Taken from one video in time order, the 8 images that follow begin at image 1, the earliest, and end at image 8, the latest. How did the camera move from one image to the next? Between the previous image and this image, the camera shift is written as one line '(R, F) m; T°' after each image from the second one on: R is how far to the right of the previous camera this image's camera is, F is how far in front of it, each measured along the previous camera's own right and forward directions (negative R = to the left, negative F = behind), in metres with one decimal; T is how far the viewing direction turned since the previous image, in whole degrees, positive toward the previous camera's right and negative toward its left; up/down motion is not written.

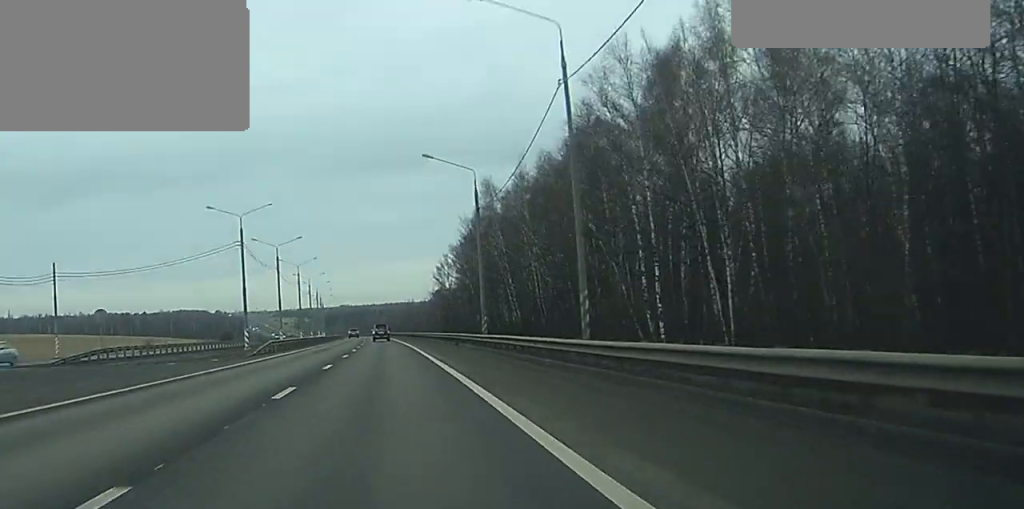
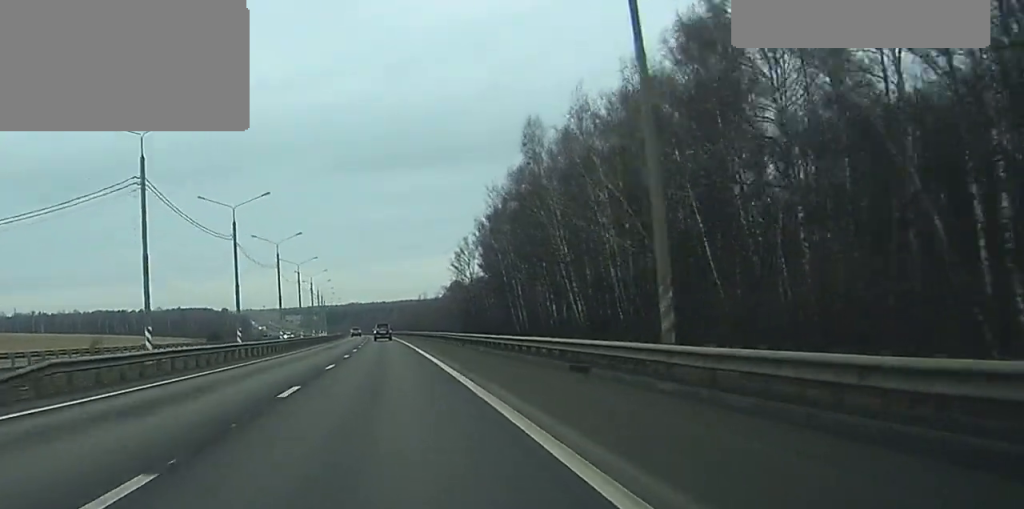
(0.0, +35.3) m; 0°
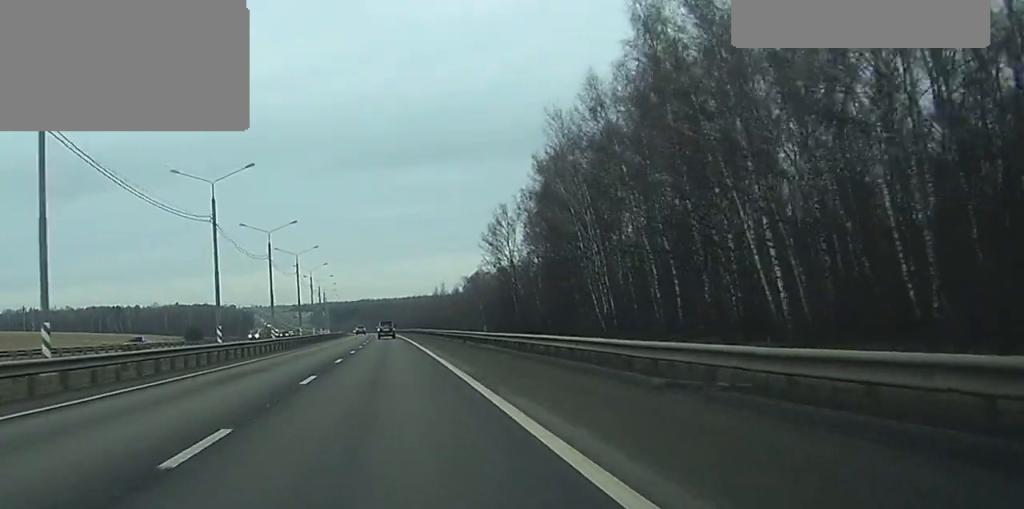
(-0.2, +44.7) m; 0°
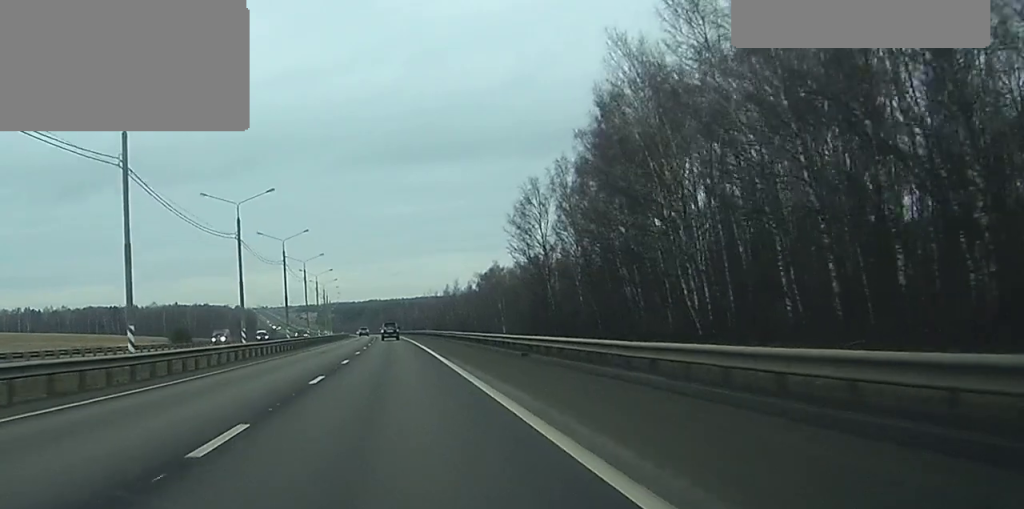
(0.0, +23.4) m; 0°
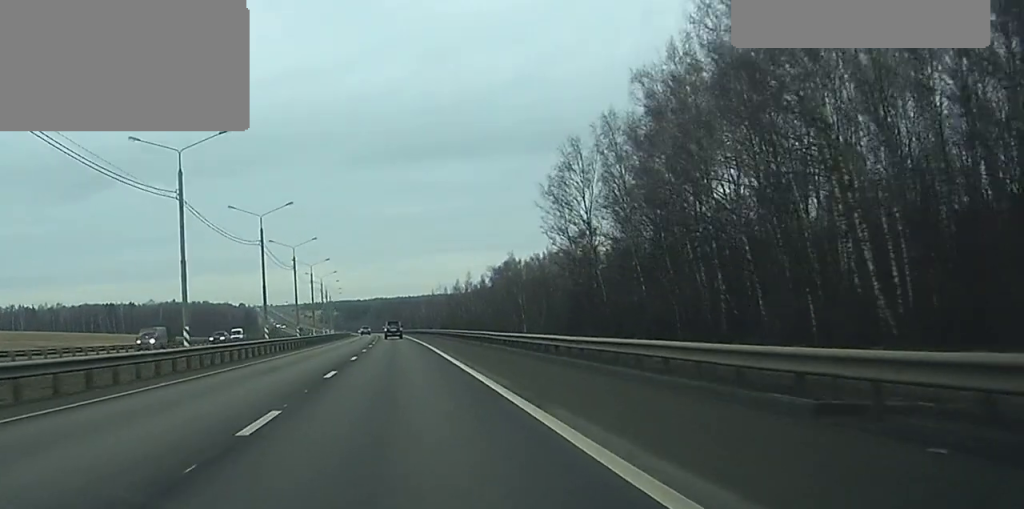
(-0.1, +22.4) m; 0°
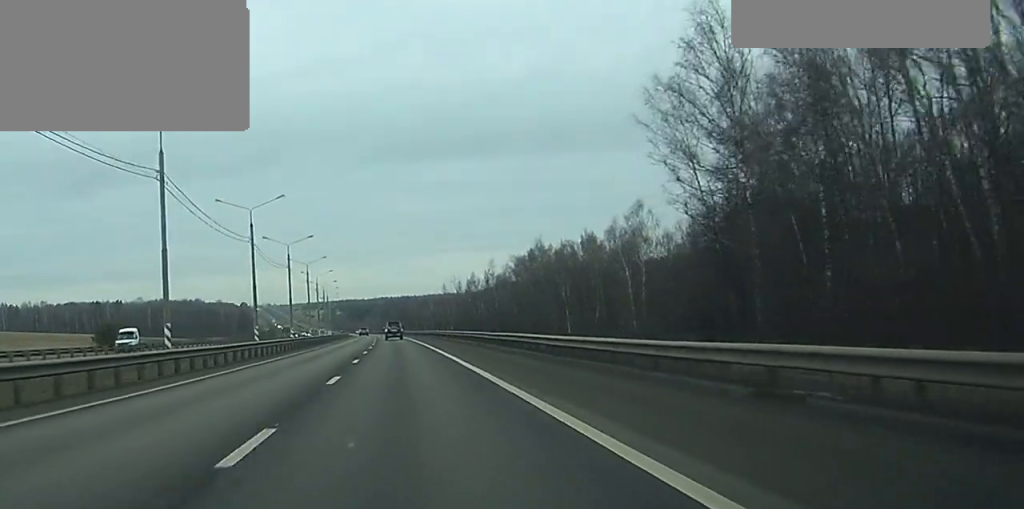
(-0.2, +38.5) m; 0°
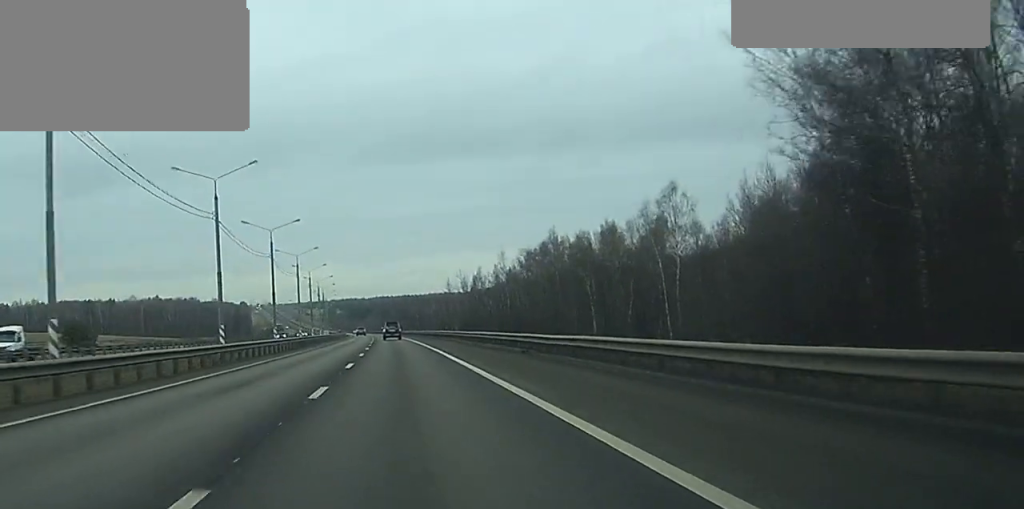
(0.0, +16.2) m; 0°
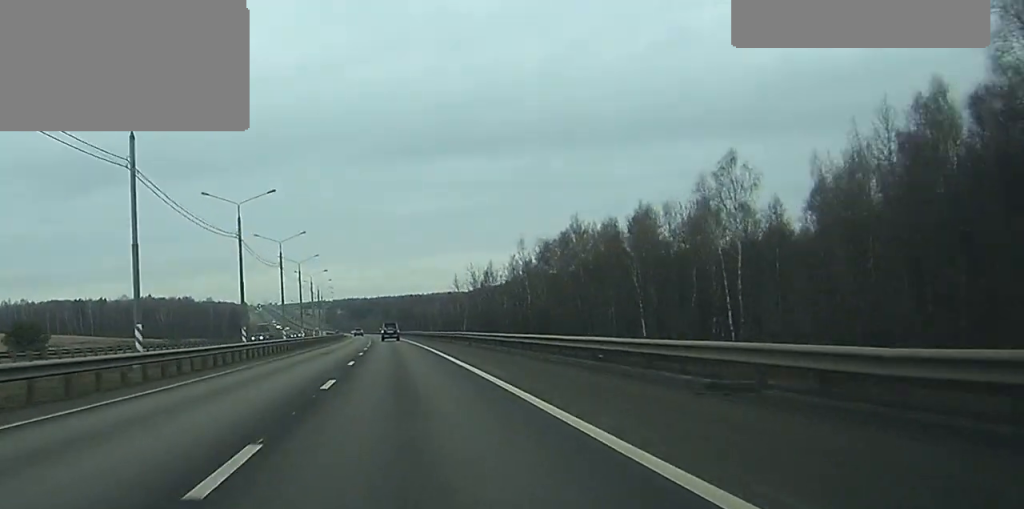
(0.0, +21.2) m; 0°
